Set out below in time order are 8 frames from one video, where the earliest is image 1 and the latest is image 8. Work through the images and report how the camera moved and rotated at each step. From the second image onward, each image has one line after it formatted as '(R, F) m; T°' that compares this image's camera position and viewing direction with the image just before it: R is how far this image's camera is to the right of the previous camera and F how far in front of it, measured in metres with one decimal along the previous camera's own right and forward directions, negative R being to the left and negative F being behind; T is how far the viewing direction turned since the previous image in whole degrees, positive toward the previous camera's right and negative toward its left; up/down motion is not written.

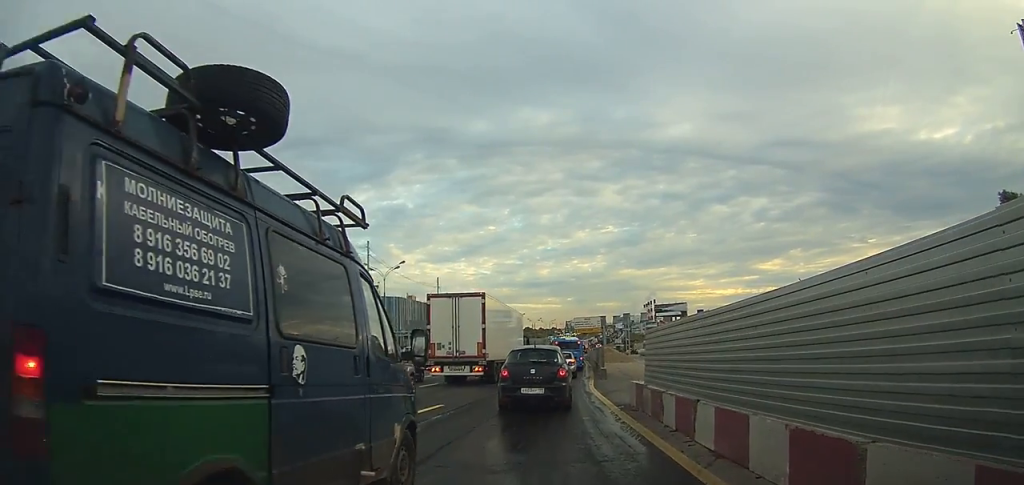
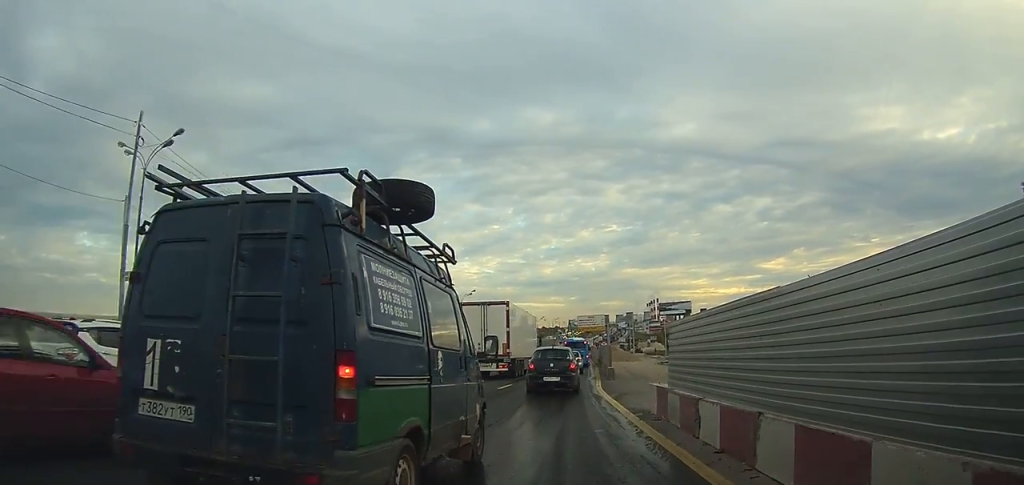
(-0.1, +2.9) m; 0°
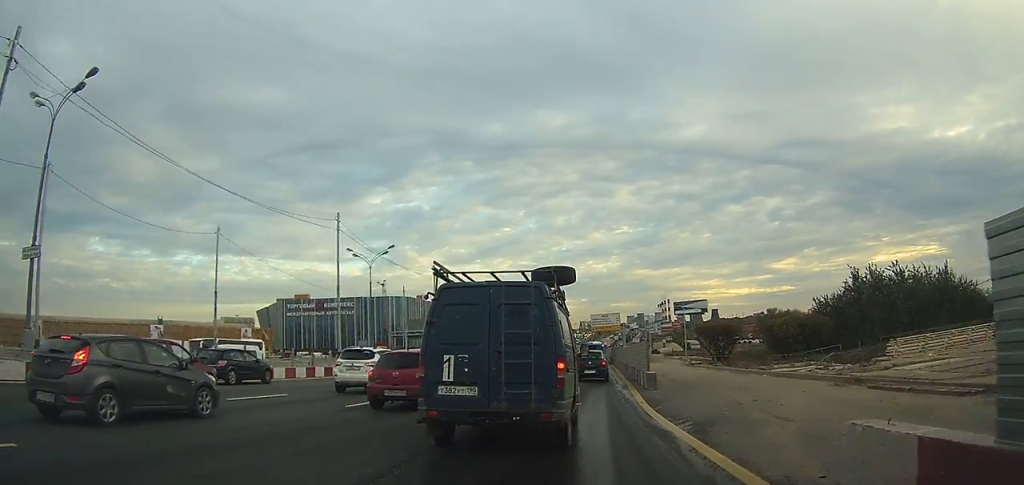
(+0.1, +9.1) m; +1°
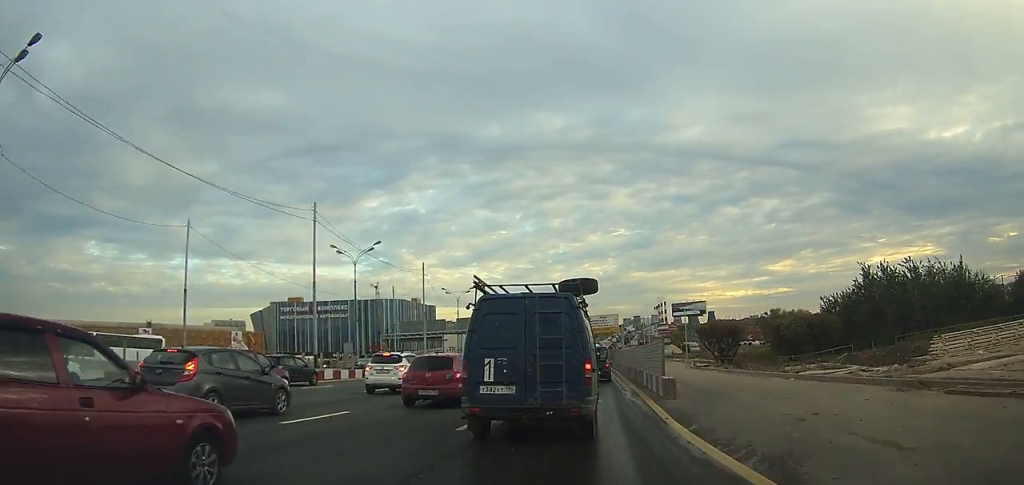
(0.0, +3.8) m; 0°
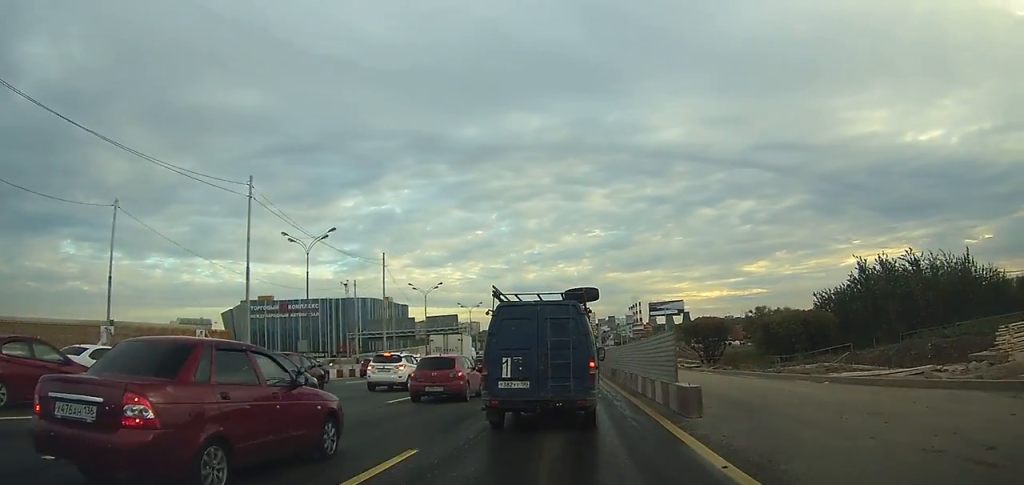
(0.0, +5.6) m; 0°
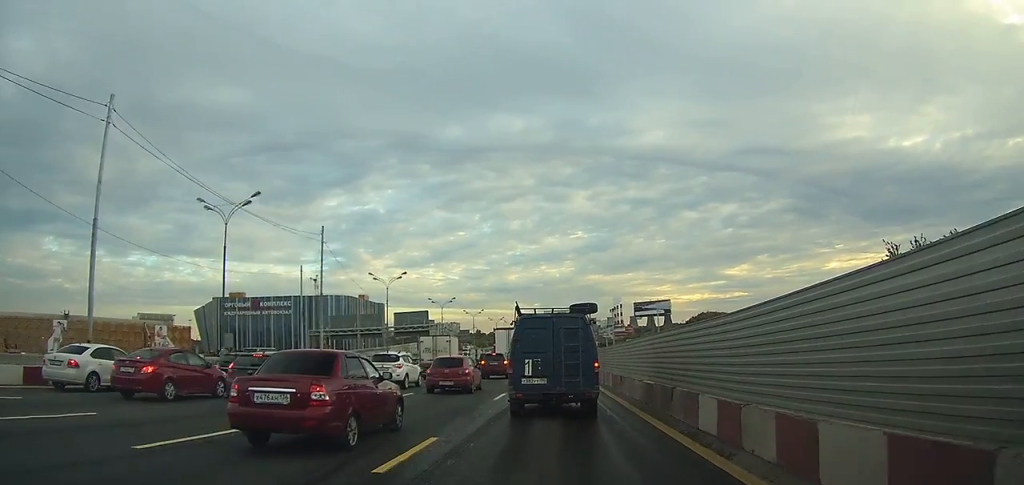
(0.0, +11.1) m; +1°
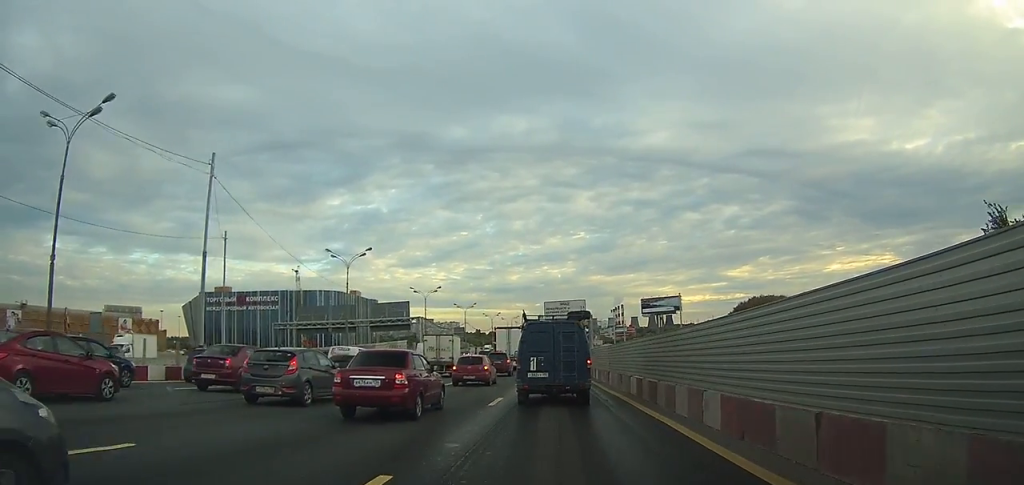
(+0.1, +14.3) m; +2°
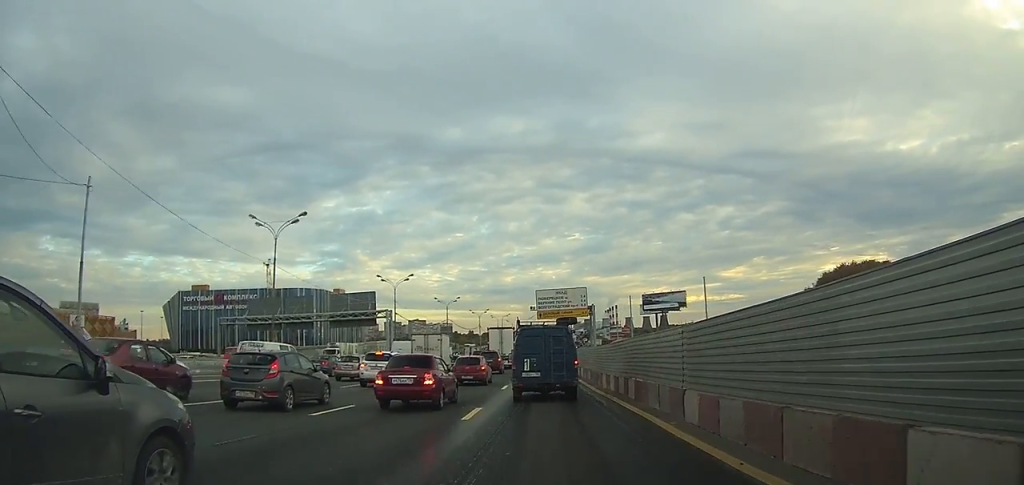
(+0.4, +14.2) m; +1°
